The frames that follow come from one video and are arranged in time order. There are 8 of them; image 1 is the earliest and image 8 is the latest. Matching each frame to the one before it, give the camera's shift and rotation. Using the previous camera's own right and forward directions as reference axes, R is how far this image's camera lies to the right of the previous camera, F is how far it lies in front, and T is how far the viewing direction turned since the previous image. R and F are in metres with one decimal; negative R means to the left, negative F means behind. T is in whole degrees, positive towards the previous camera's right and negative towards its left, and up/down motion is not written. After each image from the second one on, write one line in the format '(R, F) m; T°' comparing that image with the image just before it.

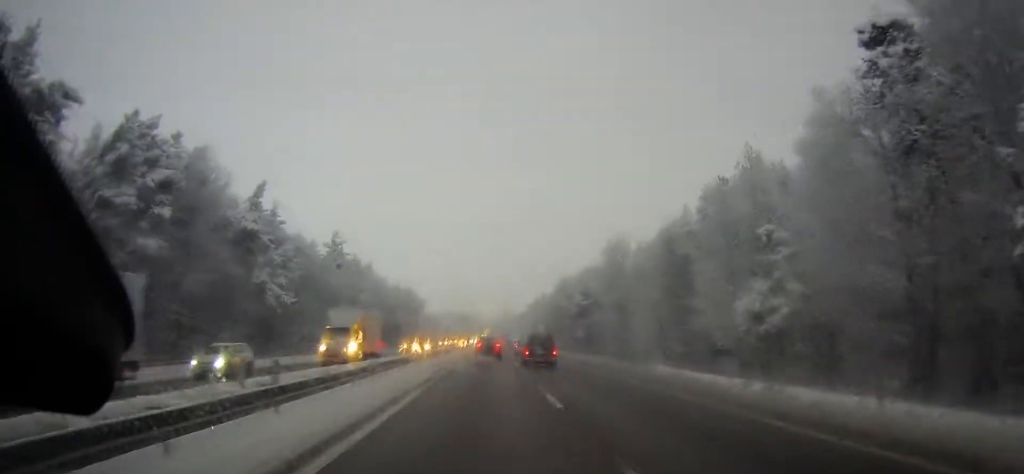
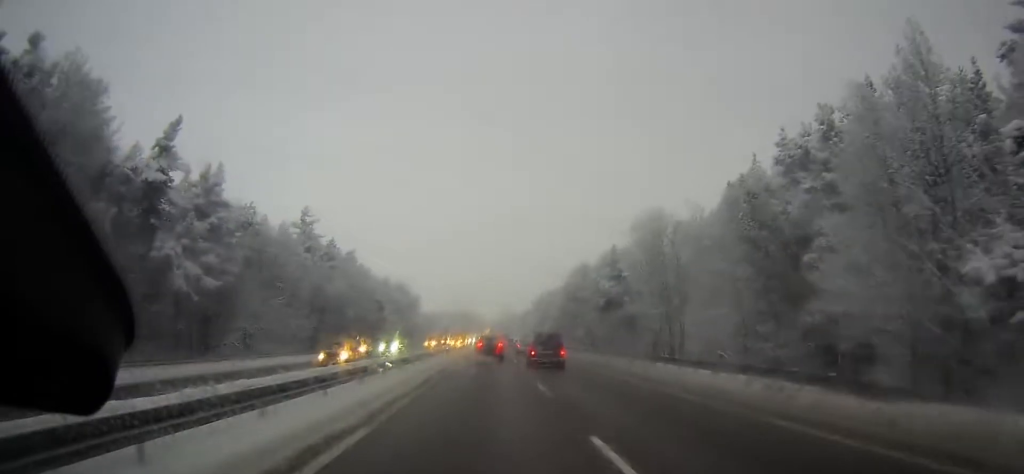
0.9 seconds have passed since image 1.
(0.0, +20.7) m; -1°
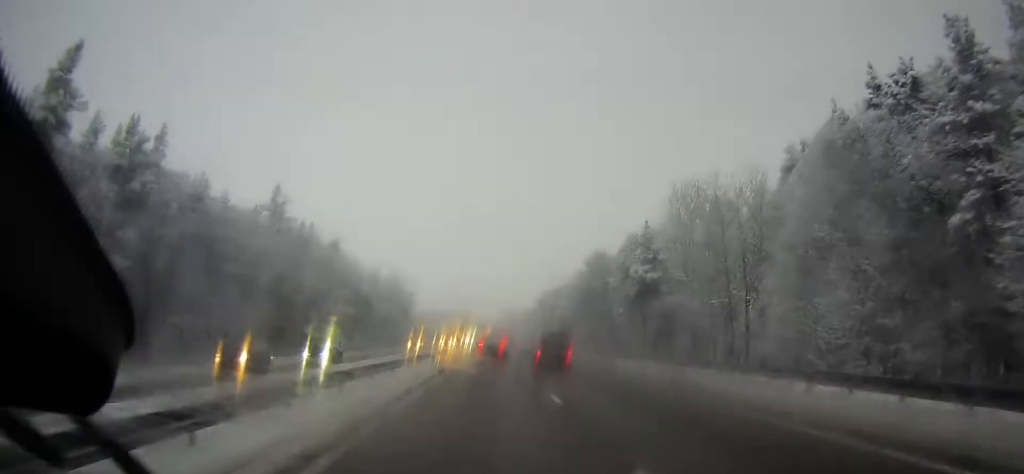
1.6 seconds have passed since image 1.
(-0.2, +14.7) m; 0°
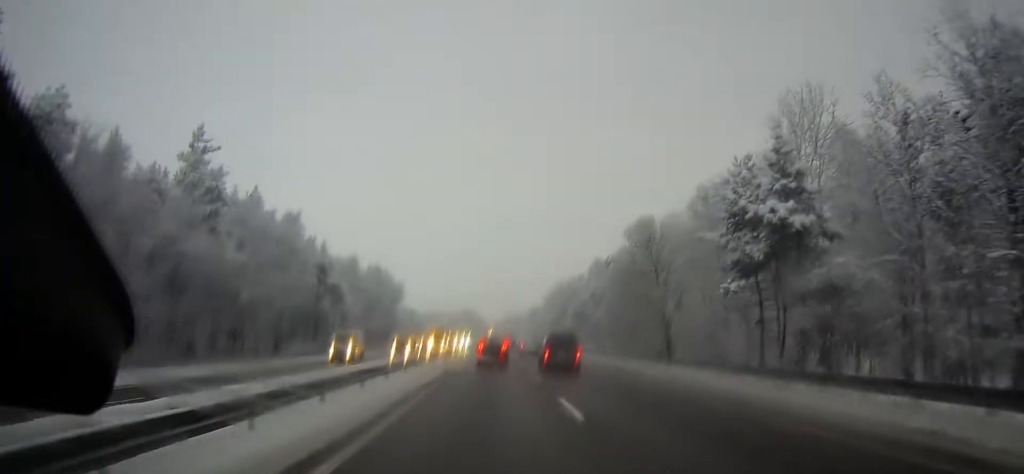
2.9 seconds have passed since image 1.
(-0.1, +26.7) m; -1°
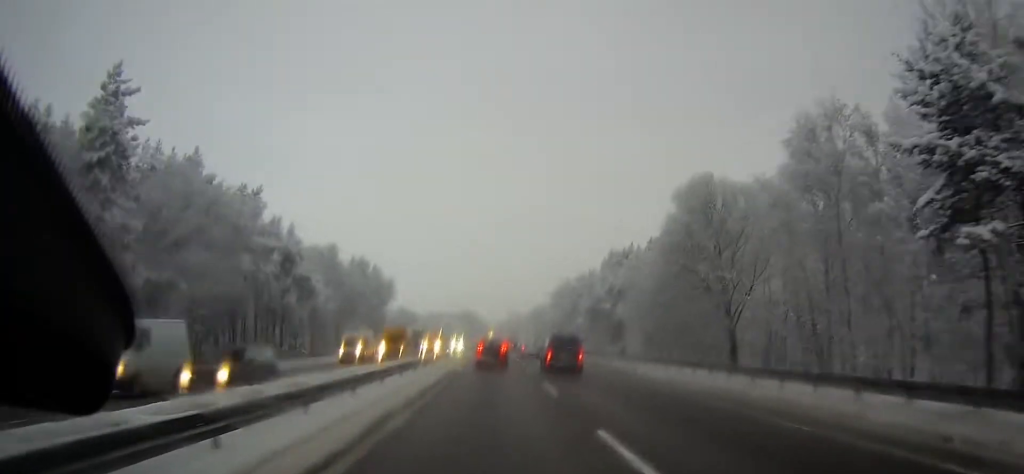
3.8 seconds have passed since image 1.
(-0.2, +17.6) m; 0°
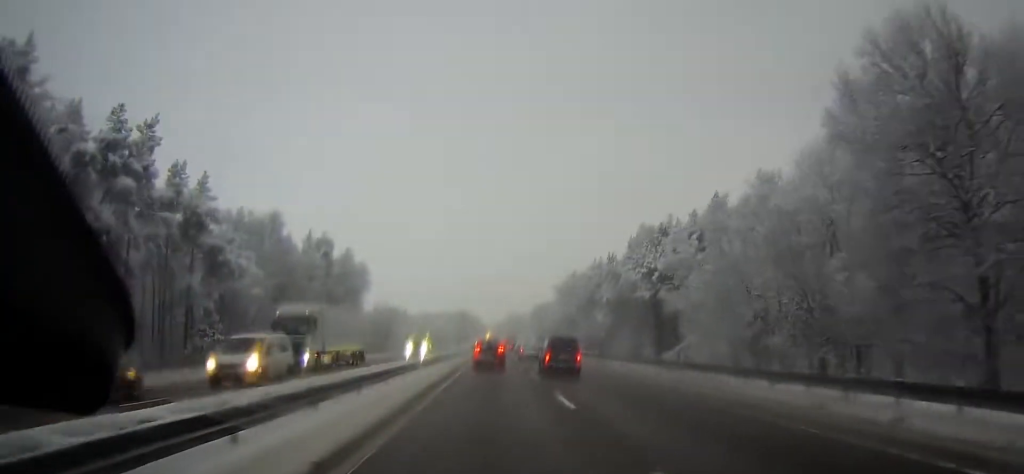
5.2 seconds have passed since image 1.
(+0.3, +27.5) m; +1°
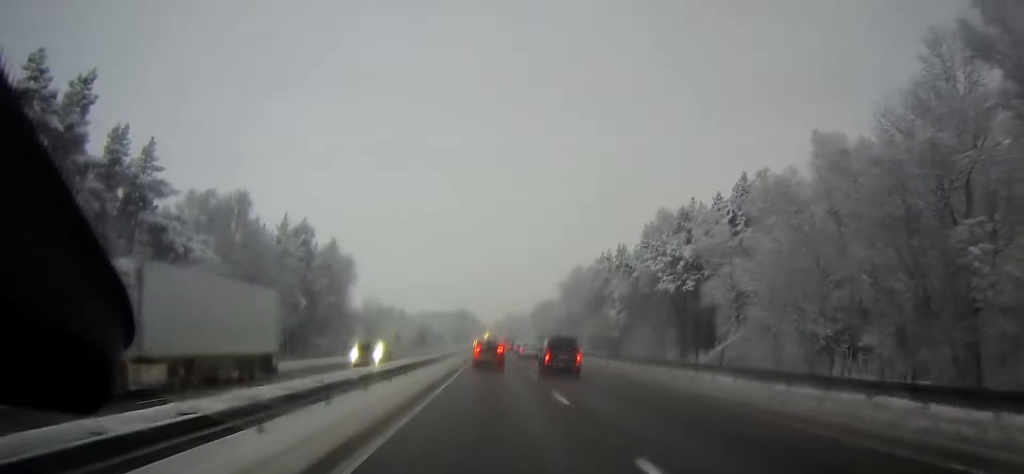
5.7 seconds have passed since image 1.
(0.0, +10.8) m; +1°
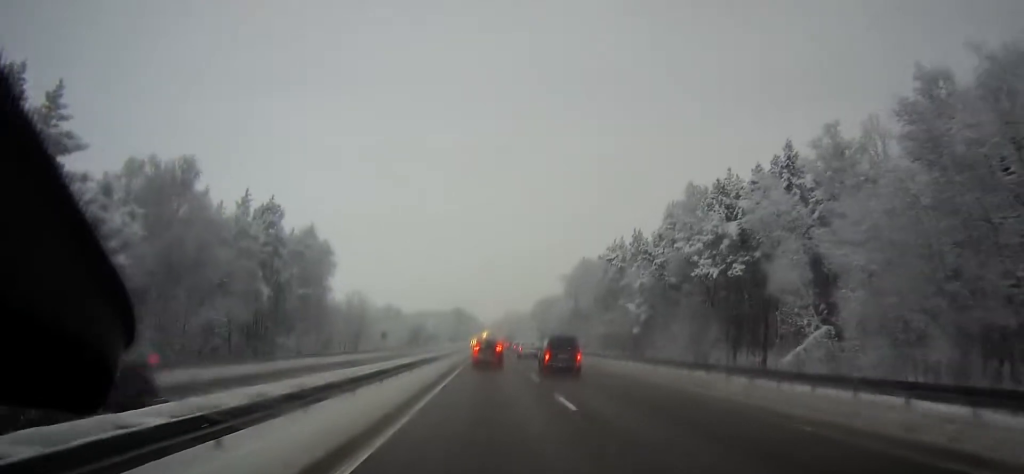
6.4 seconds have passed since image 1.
(+0.1, +13.3) m; 0°
